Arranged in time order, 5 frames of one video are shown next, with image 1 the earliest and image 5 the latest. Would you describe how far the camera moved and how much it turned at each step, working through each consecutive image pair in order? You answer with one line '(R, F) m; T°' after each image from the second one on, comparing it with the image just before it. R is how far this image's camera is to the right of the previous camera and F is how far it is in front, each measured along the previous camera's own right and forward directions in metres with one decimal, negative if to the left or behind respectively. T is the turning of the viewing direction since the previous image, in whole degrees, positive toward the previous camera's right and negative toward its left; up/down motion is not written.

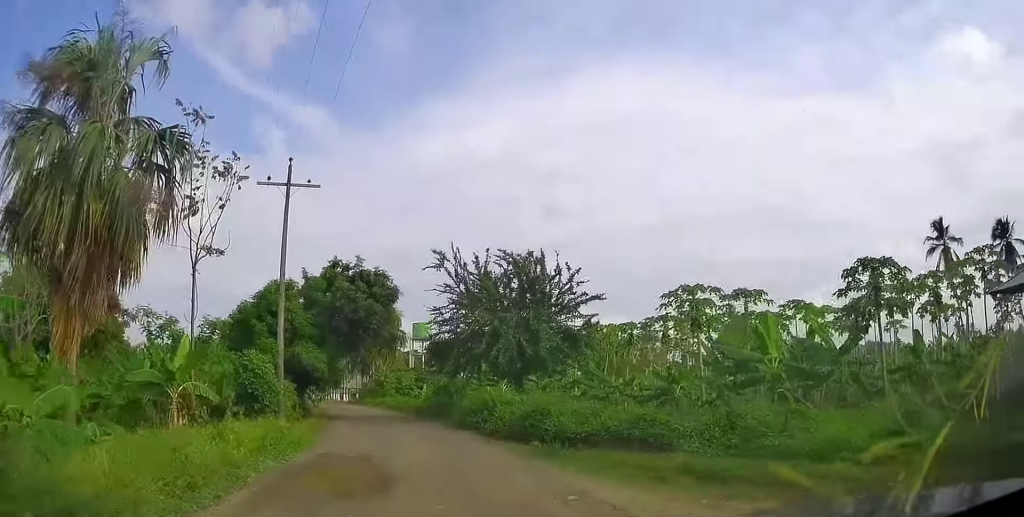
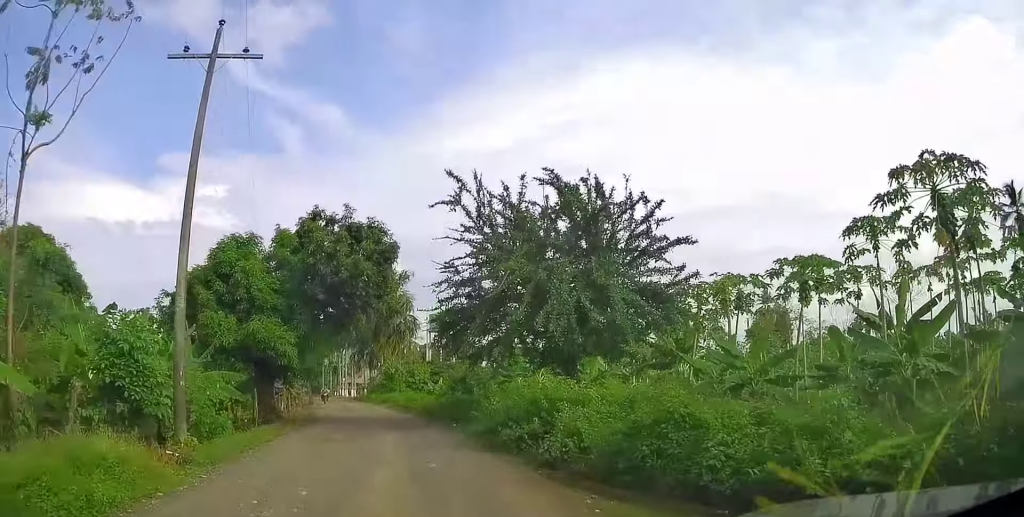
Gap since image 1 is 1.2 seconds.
(+0.4, +8.9) m; 0°
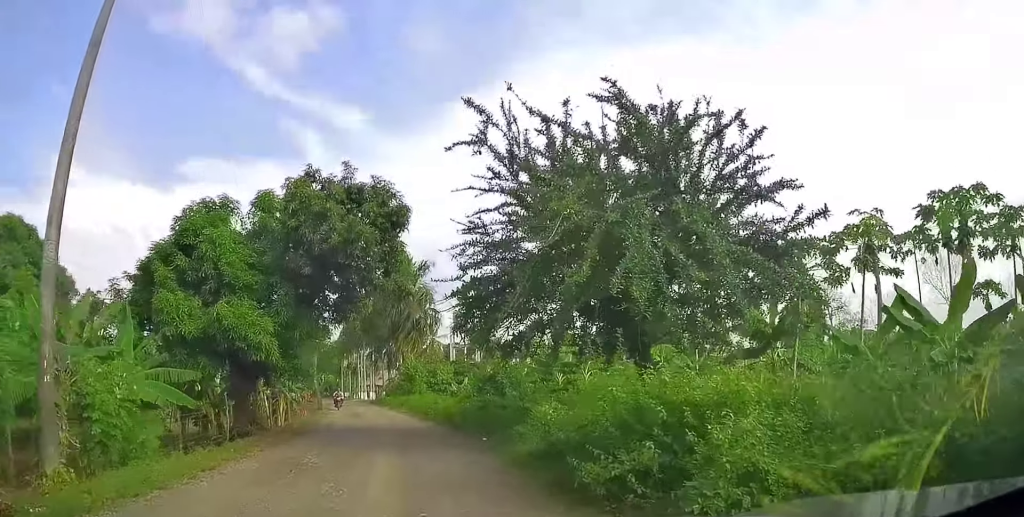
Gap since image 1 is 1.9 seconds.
(-0.1, +5.1) m; -2°
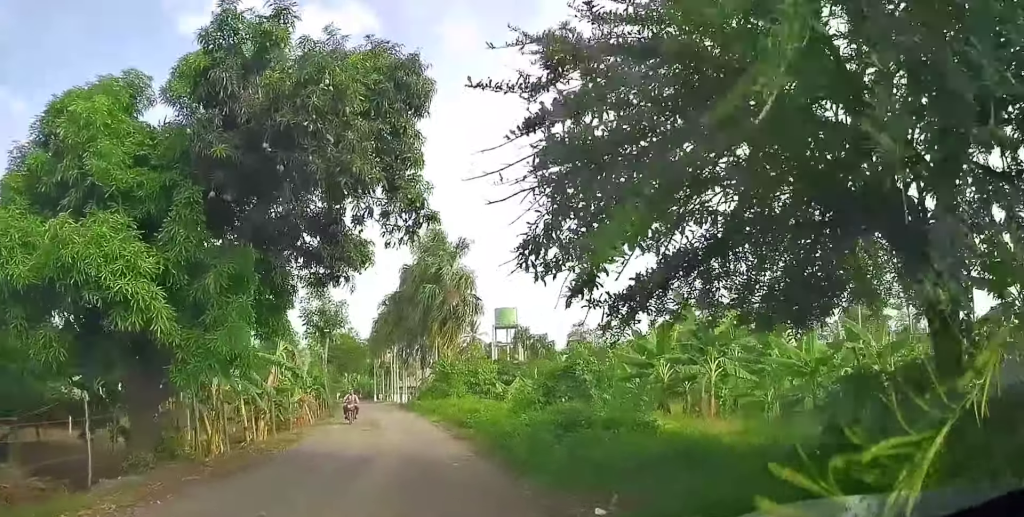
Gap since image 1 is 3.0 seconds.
(-0.4, +8.8) m; -2°
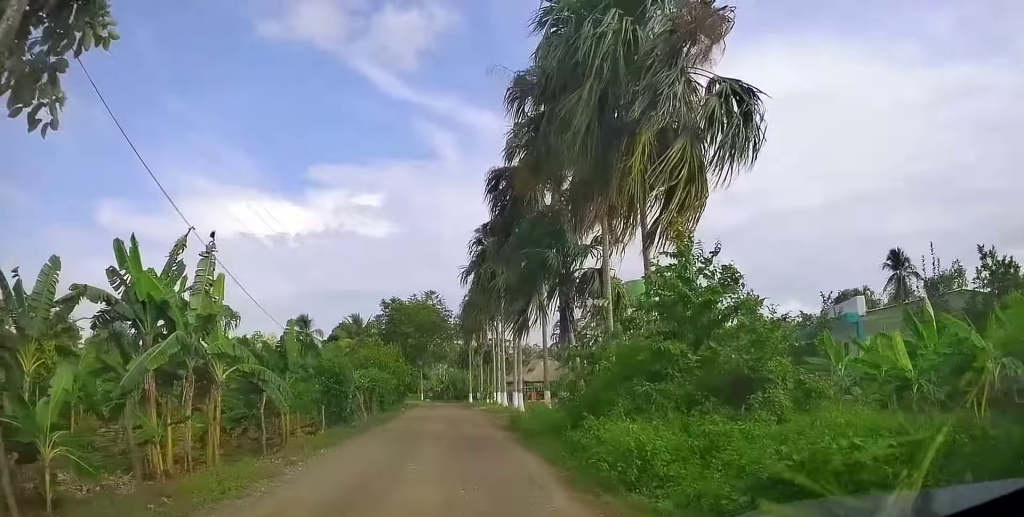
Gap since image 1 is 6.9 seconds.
(-2.4, +31.1) m; -9°
